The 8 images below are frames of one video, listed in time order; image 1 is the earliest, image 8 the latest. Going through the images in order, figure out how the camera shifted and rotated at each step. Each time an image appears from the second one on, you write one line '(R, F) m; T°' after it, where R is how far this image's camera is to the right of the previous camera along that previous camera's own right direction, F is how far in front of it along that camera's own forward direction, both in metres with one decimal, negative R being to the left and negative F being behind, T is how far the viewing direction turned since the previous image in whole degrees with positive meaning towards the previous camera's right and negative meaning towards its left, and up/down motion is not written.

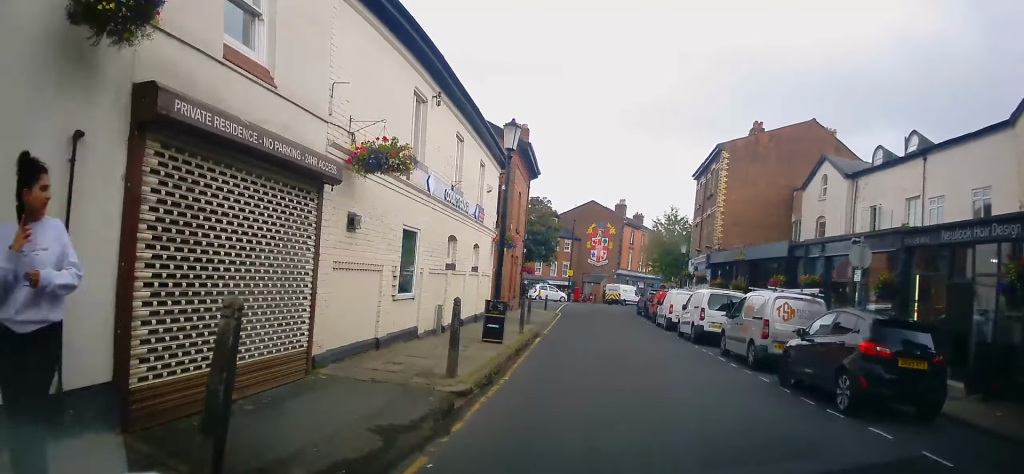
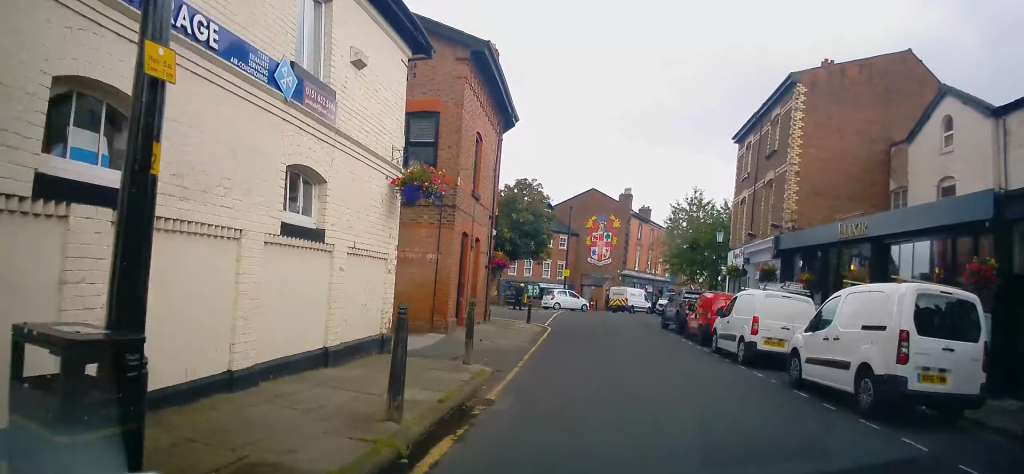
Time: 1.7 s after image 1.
(-0.4, +12.4) m; -3°
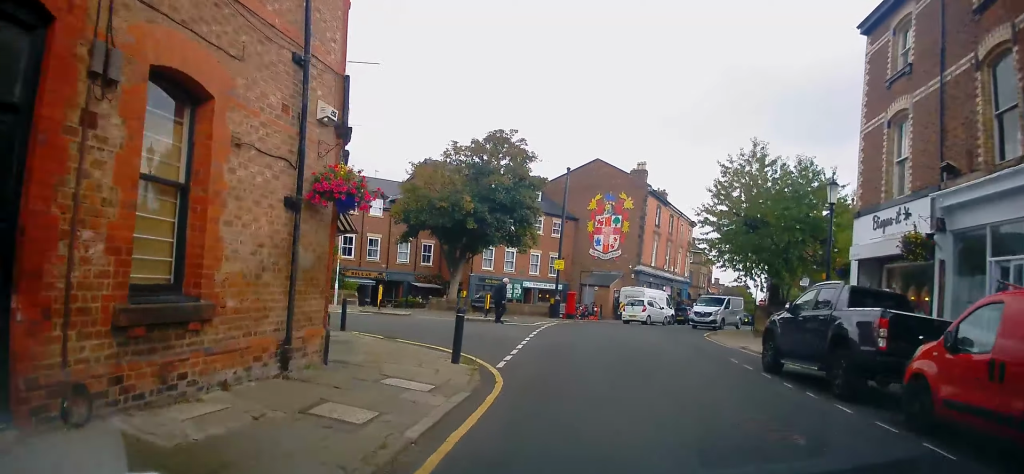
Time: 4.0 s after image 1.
(+0.5, +16.0) m; +6°
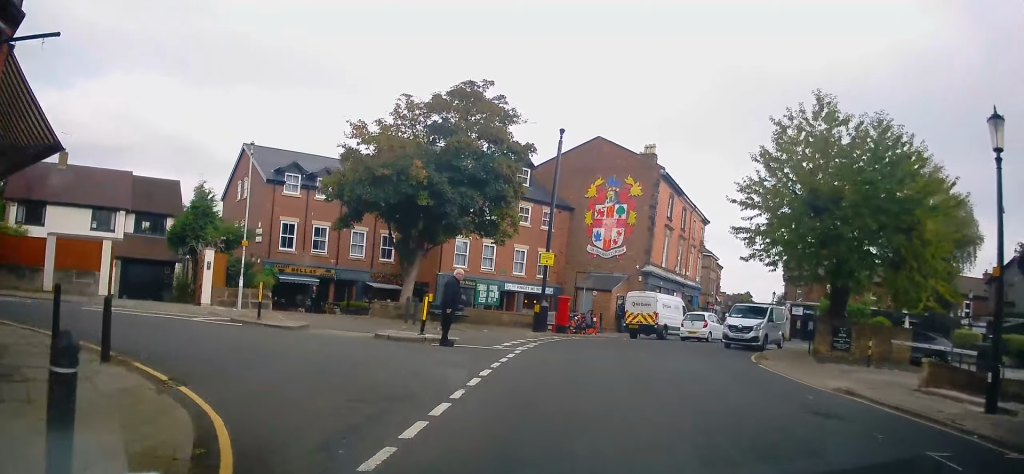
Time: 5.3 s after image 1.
(+0.4, +8.9) m; +1°
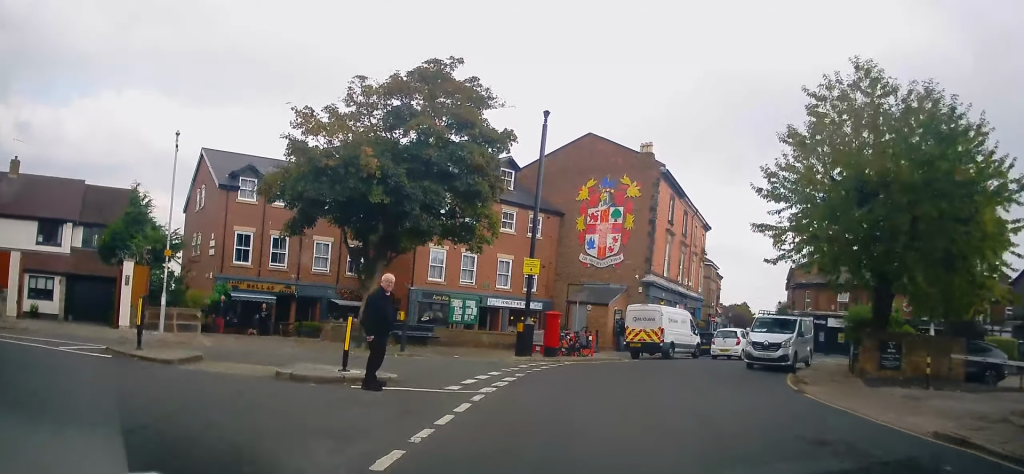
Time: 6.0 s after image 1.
(-0.1, +4.3) m; +1°
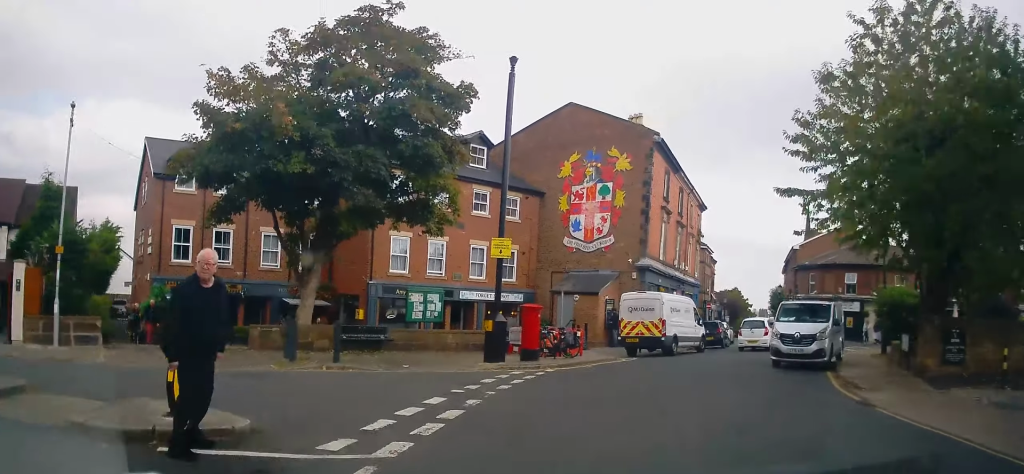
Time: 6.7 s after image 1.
(-0.1, +4.3) m; +2°
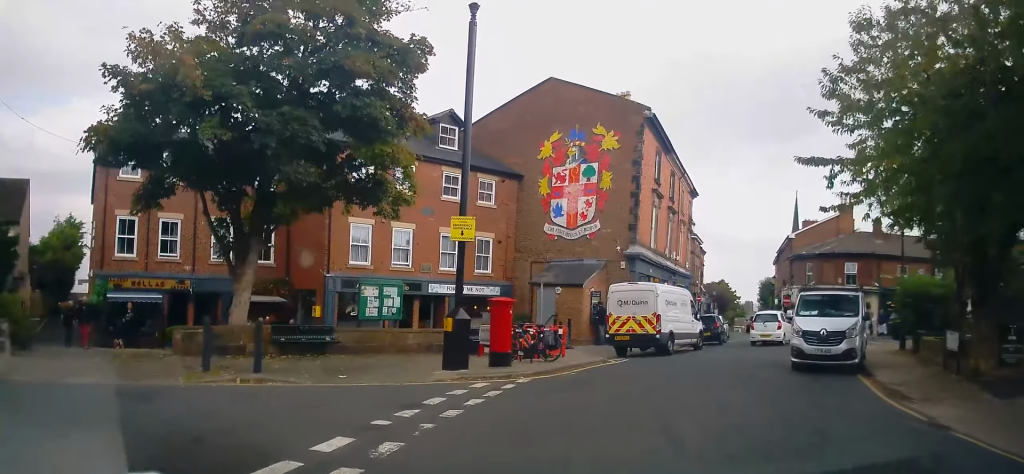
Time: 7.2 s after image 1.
(+0.2, +3.1) m; +3°
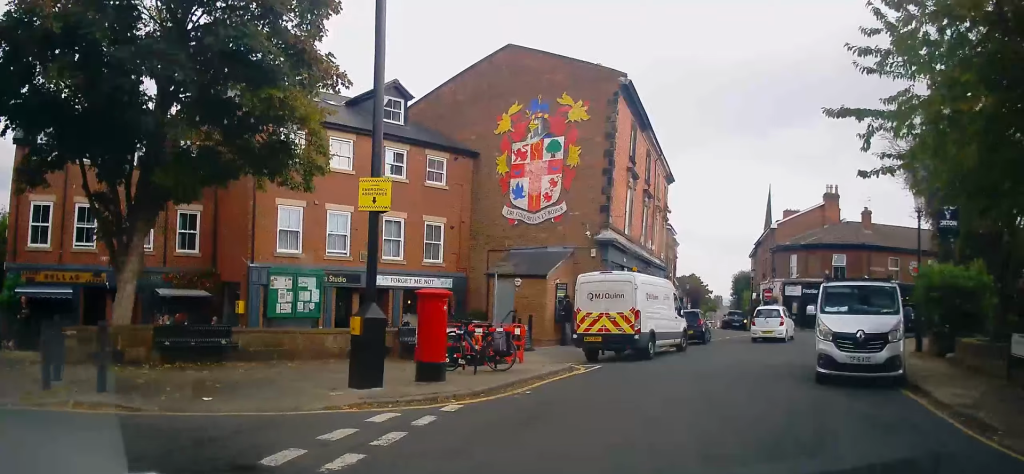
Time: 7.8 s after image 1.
(+0.1, +3.6) m; +4°
